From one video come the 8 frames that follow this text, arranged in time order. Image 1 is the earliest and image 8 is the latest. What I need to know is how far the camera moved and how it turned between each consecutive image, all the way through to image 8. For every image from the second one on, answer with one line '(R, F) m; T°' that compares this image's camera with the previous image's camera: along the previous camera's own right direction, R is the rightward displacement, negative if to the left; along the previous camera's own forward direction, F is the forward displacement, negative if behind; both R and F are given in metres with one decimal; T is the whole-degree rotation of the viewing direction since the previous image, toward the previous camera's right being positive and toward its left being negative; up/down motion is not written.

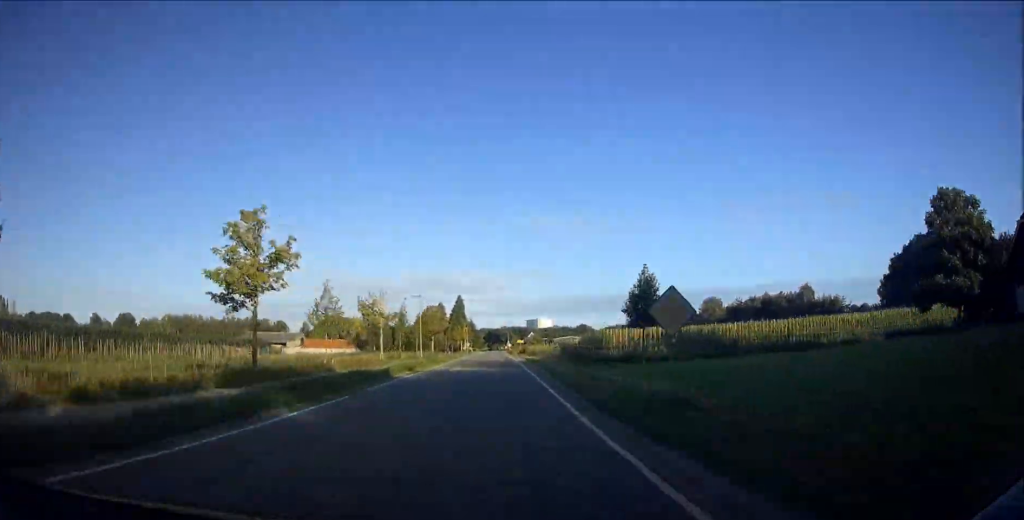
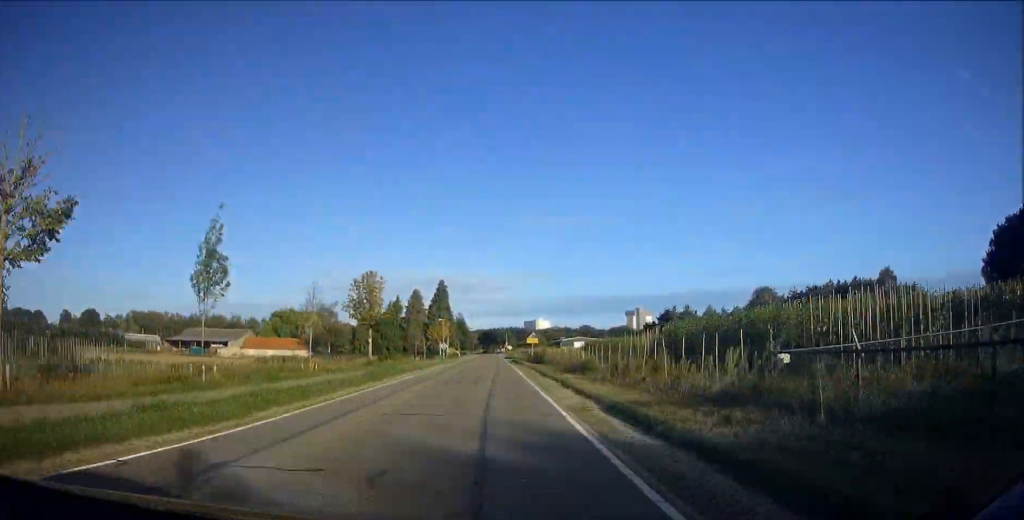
(0.0, +41.9) m; 0°
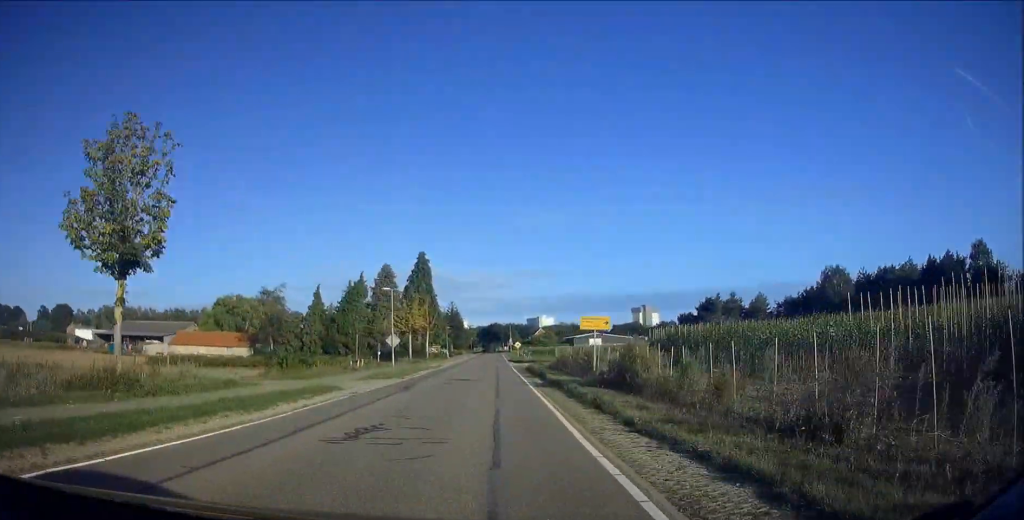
(0.0, +33.7) m; 0°
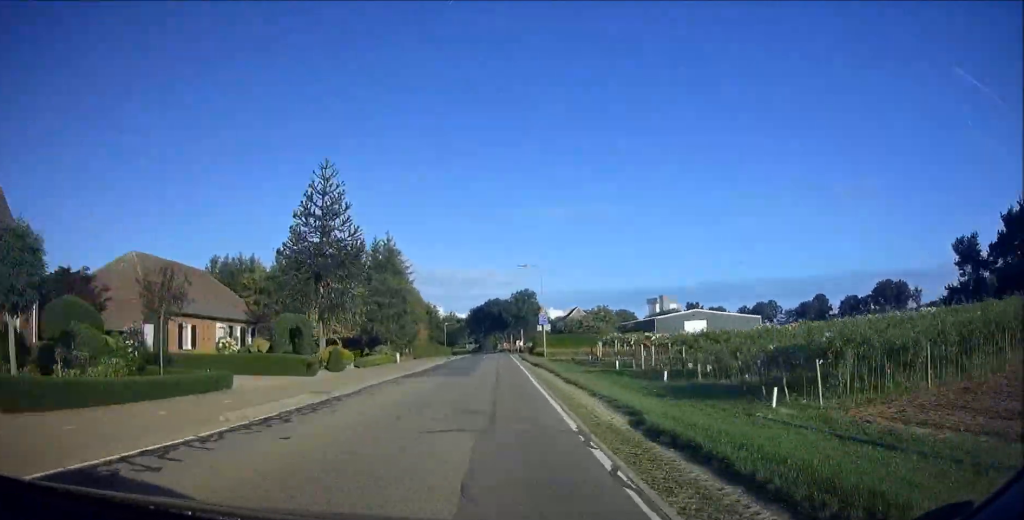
(-0.6, +97.1) m; 0°
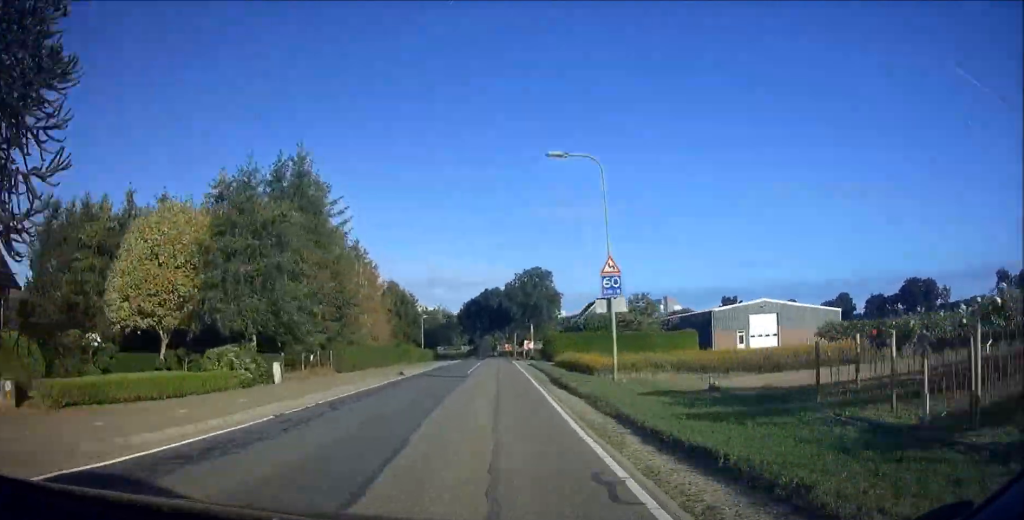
(0.0, +25.7) m; 0°
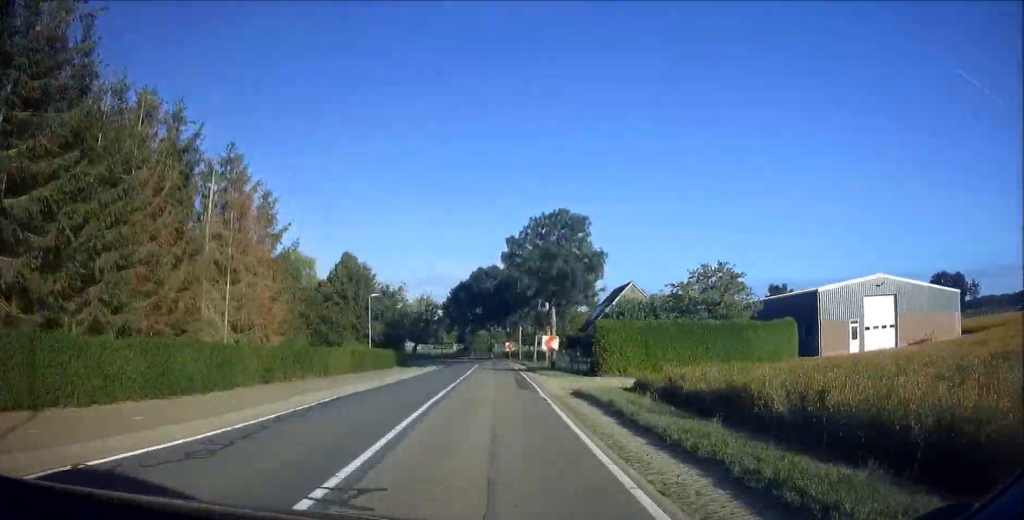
(0.0, +23.7) m; -1°
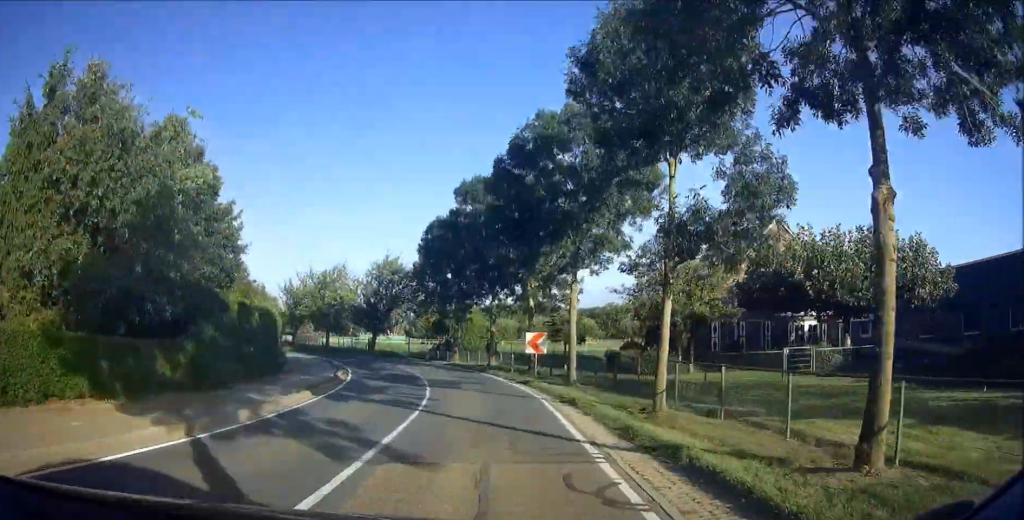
(-0.5, +36.6) m; -6°
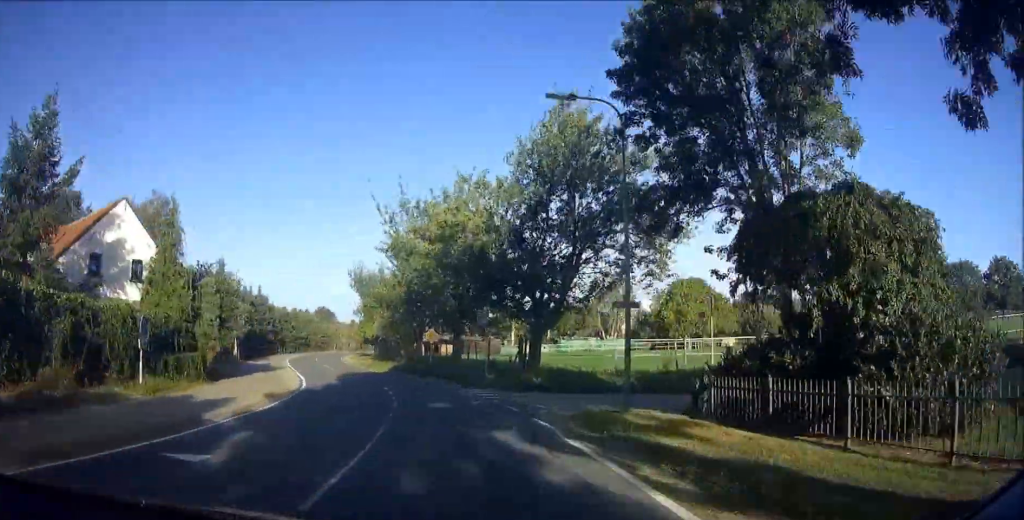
(-4.5, +40.3) m; -20°
